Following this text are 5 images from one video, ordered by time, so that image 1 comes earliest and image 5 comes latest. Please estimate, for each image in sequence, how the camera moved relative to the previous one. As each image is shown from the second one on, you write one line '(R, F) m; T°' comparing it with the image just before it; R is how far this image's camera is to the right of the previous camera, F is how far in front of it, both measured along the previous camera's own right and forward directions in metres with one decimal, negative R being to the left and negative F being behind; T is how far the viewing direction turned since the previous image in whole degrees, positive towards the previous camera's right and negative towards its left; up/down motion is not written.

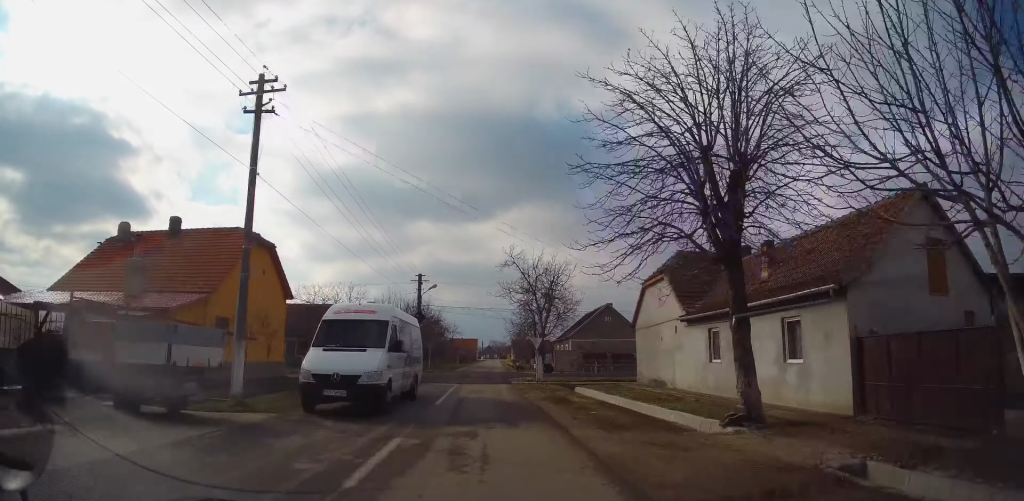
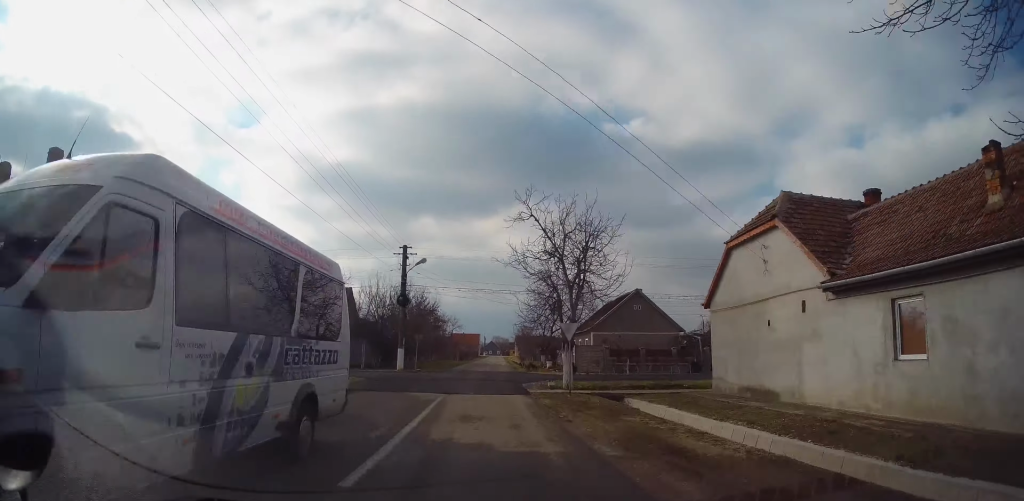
(-0.1, +9.7) m; 0°
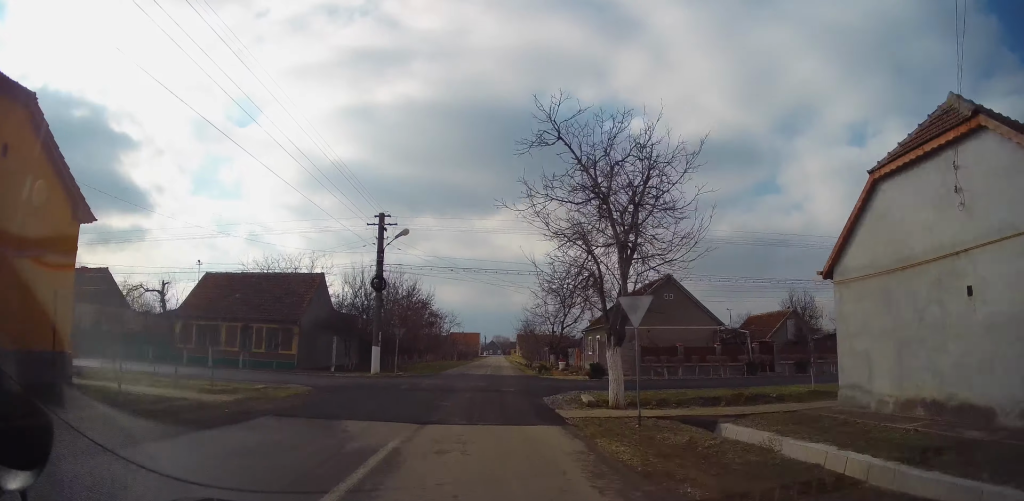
(0.0, +7.4) m; -1°
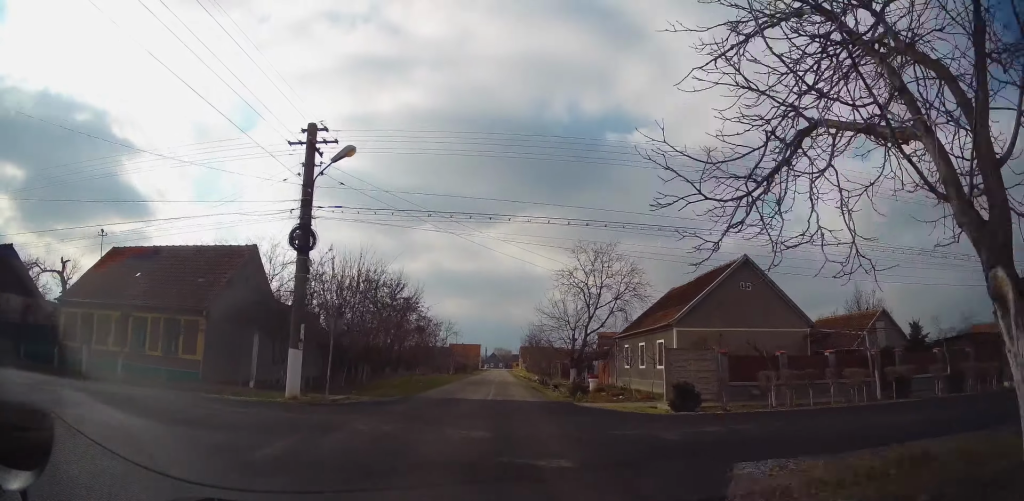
(-0.2, +12.3) m; +3°
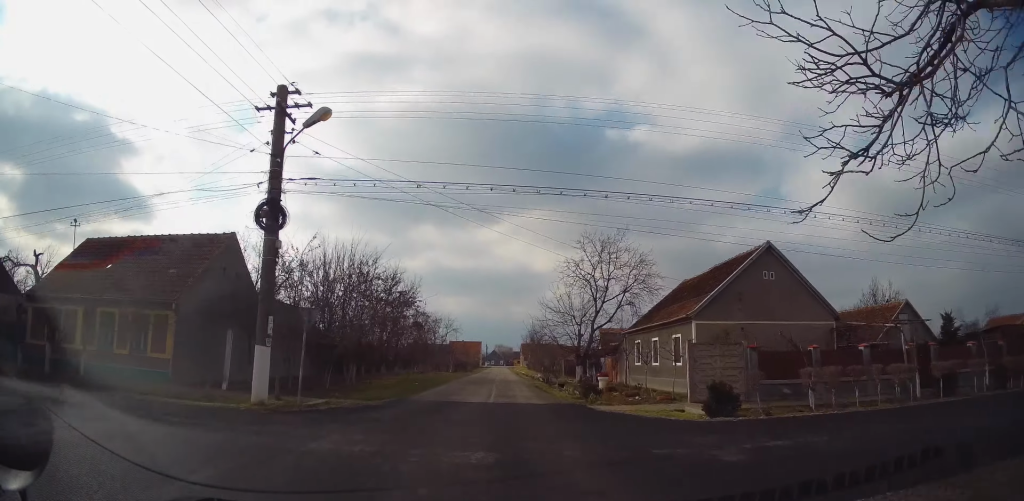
(0.0, +2.2) m; -6°
